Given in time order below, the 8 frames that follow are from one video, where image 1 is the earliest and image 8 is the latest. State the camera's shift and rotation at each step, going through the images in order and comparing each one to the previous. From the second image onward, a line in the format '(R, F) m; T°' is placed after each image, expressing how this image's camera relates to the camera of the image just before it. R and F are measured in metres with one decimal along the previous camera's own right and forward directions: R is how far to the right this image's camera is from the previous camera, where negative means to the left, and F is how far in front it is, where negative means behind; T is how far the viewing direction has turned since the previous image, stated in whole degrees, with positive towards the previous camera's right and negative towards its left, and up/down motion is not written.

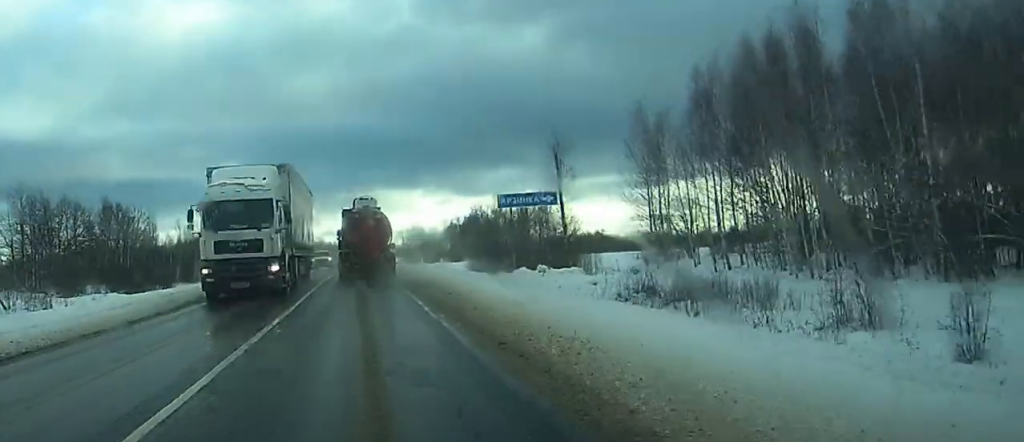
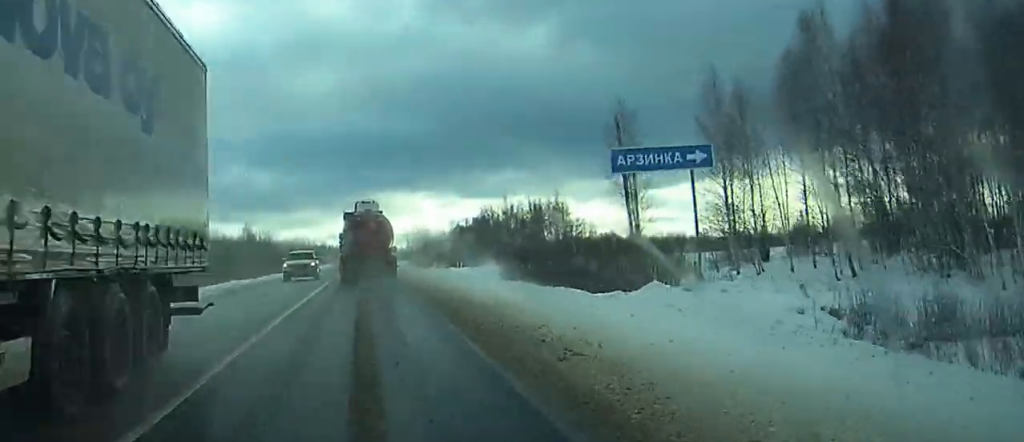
(0.0, +14.4) m; 0°
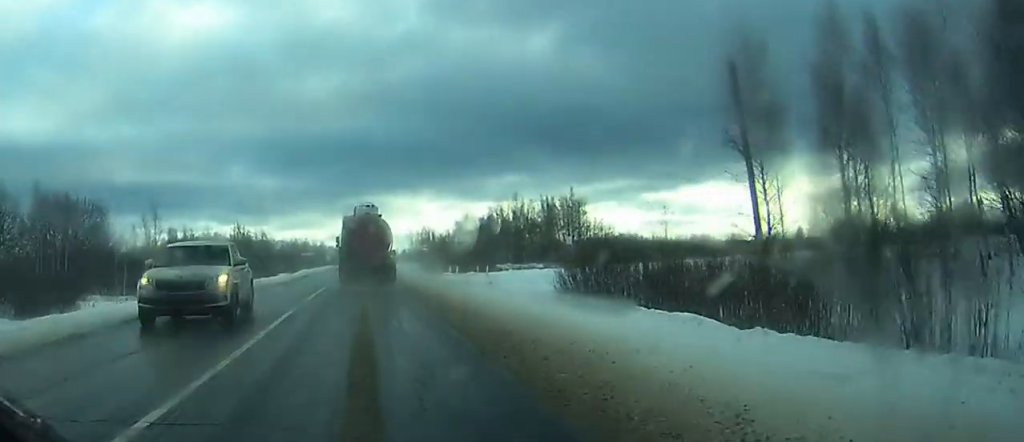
(0.0, +15.1) m; 0°
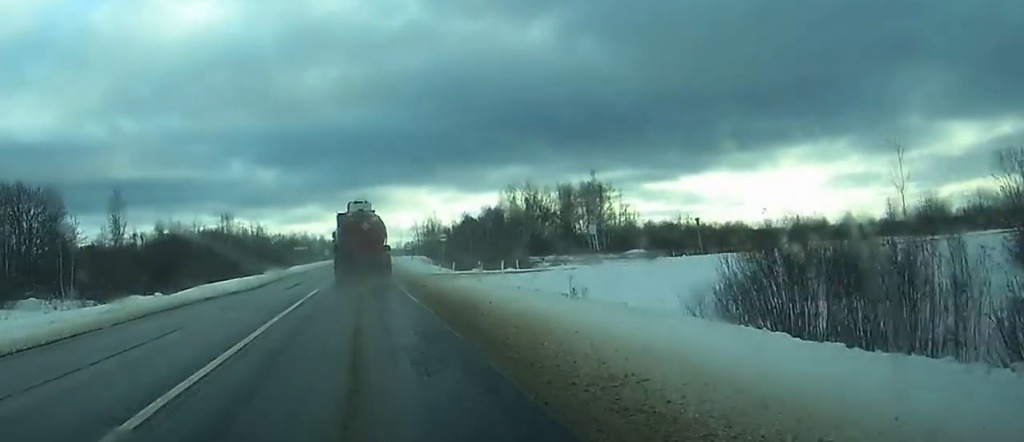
(0.0, +18.0) m; 0°
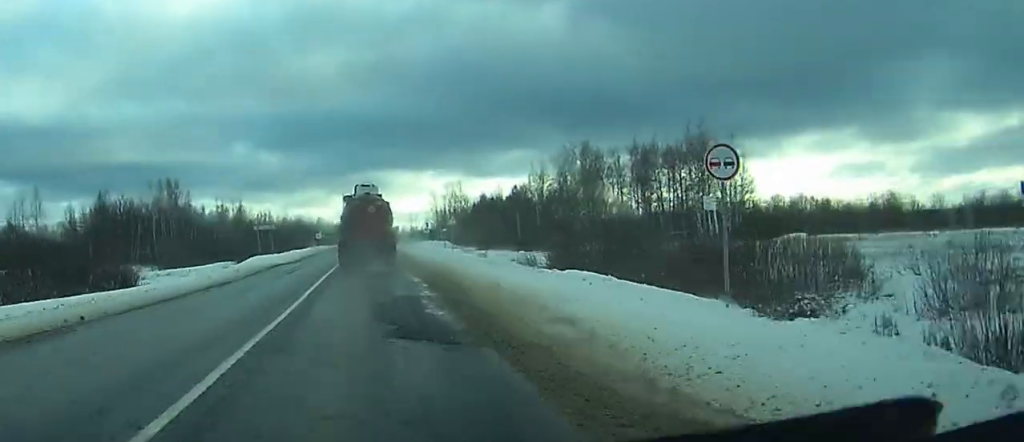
(+0.1, +54.6) m; 0°
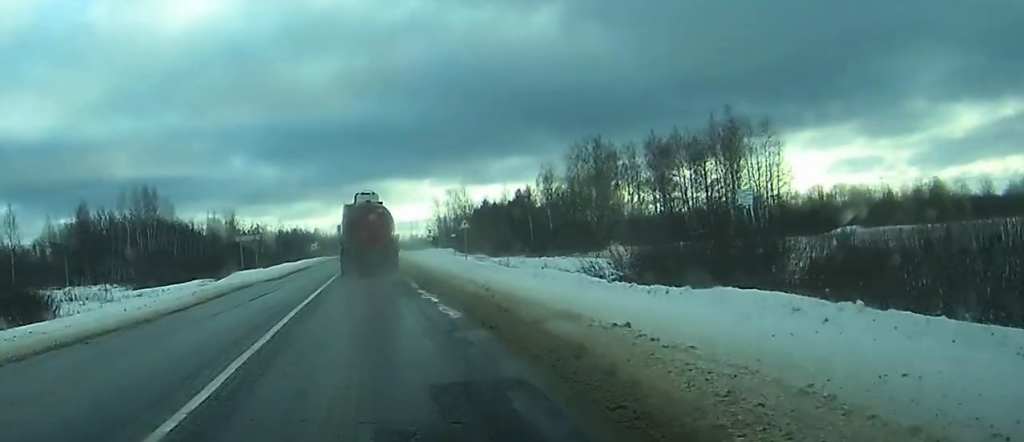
(0.0, +11.3) m; 0°
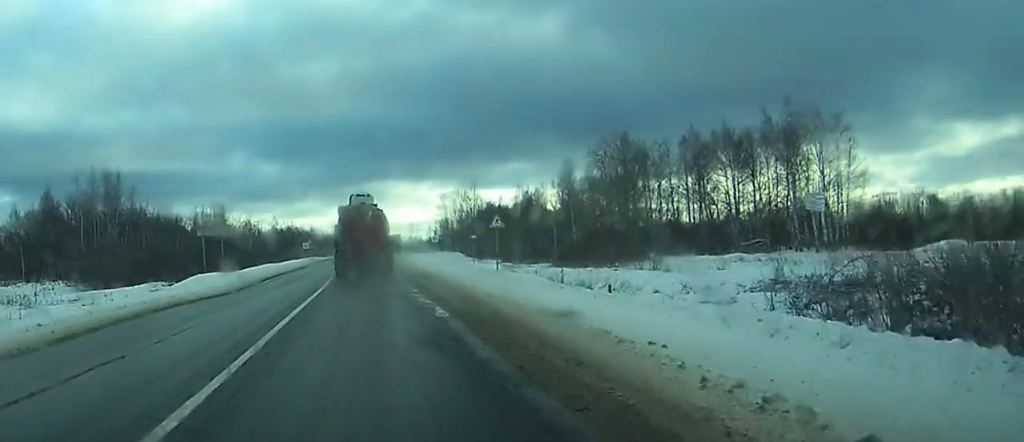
(0.0, +16.4) m; 0°
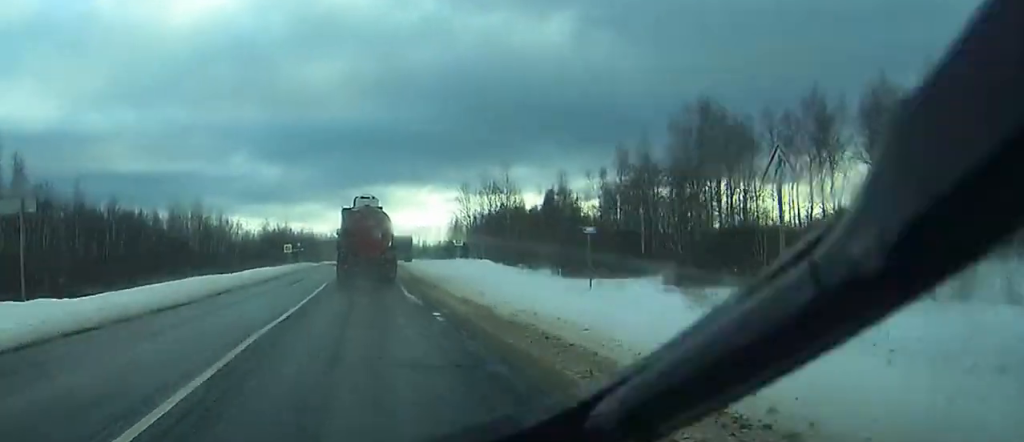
(-0.1, +33.8) m; 0°
